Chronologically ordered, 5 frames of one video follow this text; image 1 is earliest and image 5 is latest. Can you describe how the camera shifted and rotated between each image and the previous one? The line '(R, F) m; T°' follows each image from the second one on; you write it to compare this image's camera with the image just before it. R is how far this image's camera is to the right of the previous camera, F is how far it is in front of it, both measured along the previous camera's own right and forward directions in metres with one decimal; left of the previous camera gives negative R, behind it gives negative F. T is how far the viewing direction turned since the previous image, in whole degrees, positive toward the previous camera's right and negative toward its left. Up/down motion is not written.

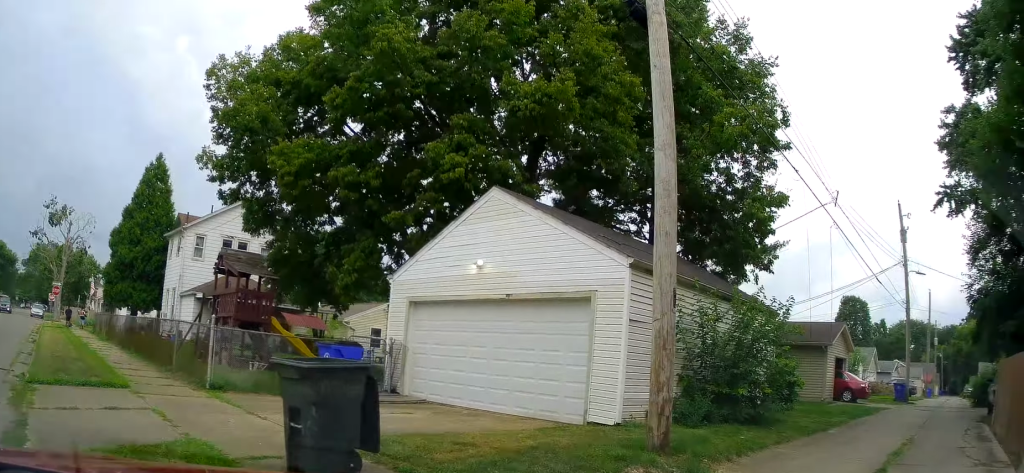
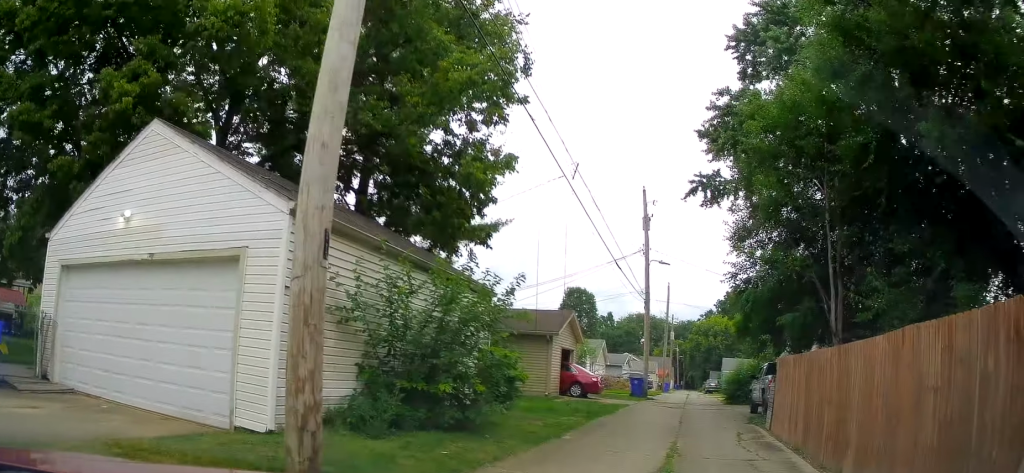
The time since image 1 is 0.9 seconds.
(+0.4, +3.0) m; +14°
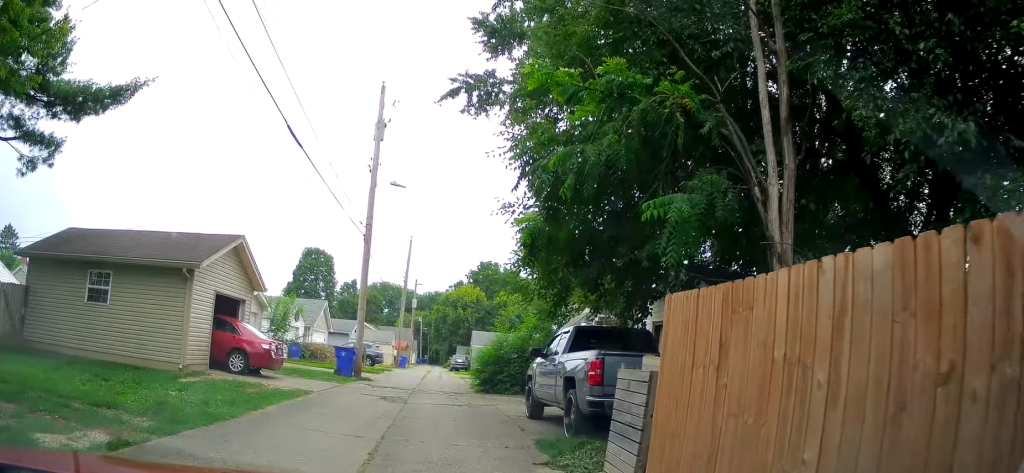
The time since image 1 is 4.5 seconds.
(+6.8, +5.7) m; +62°
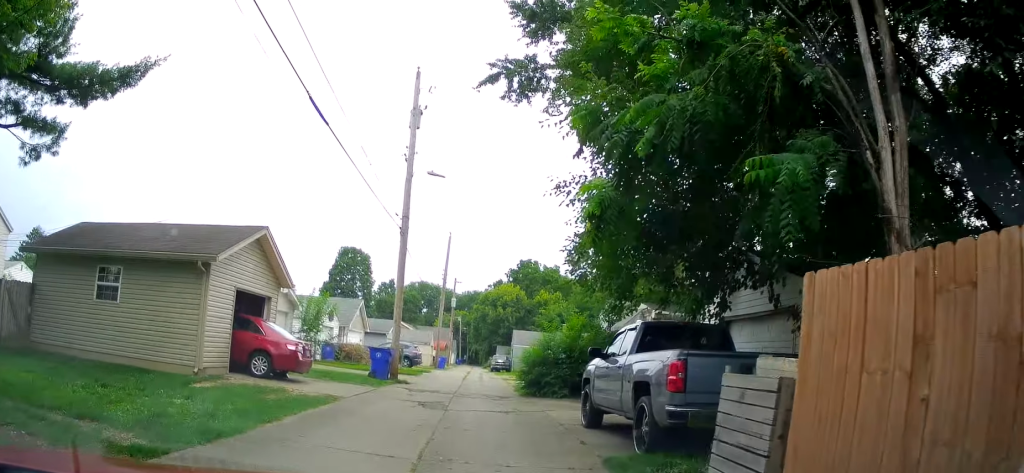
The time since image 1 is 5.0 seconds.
(0.0, +1.5) m; -5°
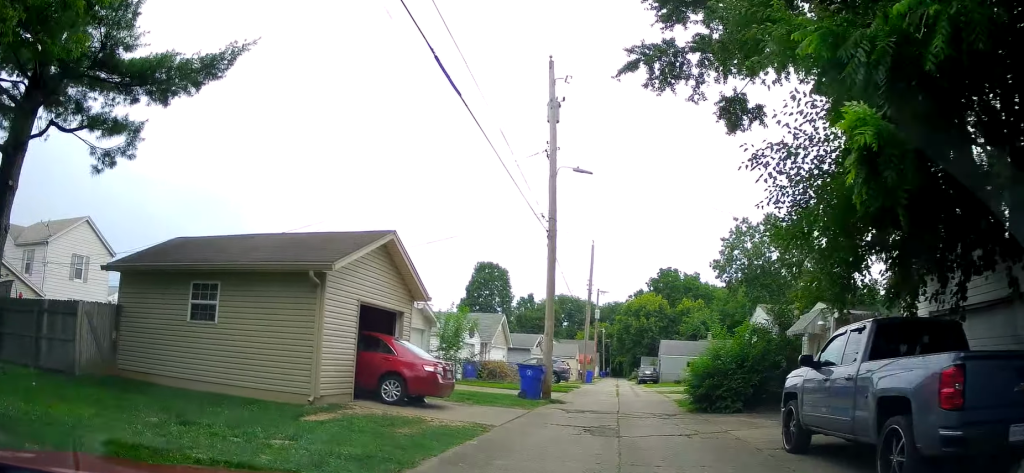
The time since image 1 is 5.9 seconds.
(-0.1, +2.3) m; -19°
